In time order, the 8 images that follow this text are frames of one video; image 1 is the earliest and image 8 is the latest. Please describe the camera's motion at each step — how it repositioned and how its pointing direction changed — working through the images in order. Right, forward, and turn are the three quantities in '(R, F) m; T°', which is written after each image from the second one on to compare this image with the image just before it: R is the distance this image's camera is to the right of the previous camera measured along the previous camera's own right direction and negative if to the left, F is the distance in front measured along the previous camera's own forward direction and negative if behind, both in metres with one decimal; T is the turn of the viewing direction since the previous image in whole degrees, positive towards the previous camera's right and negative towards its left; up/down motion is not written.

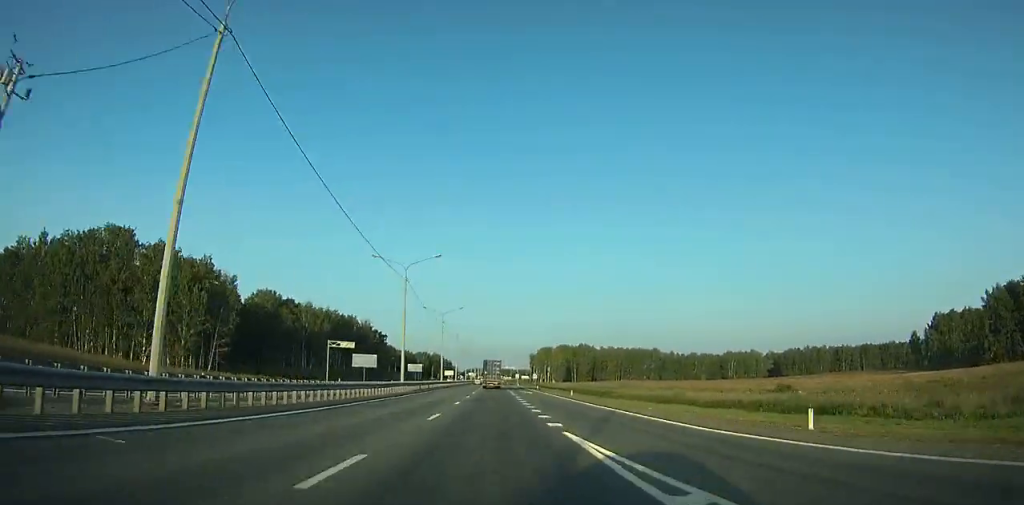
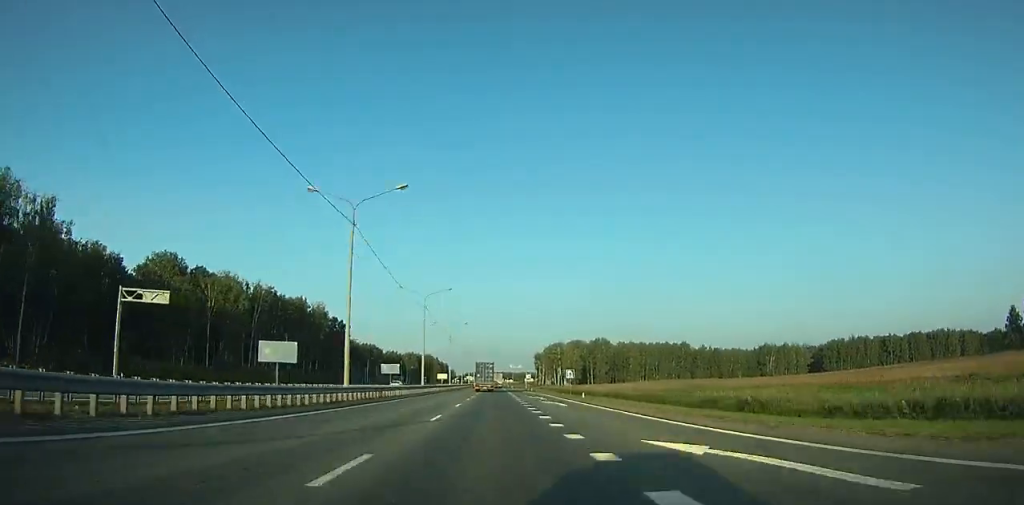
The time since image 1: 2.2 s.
(-0.1, +59.5) m; 0°
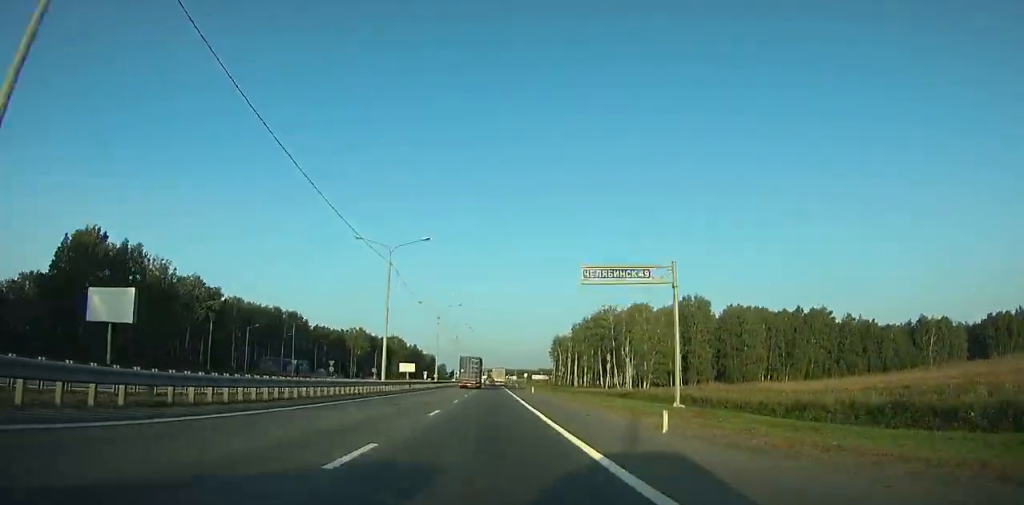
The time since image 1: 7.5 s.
(+0.4, +142.2) m; 0°
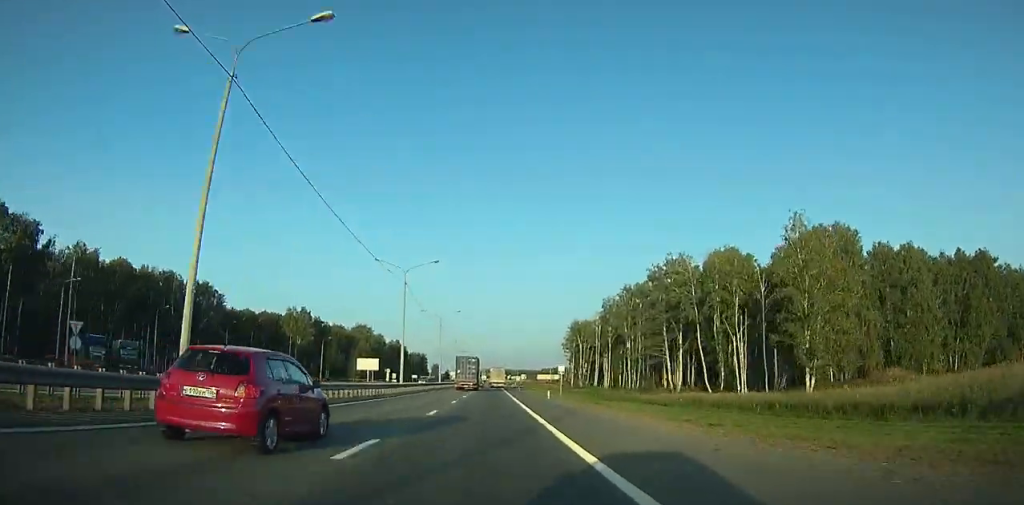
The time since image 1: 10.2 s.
(-0.4, +71.2) m; 0°
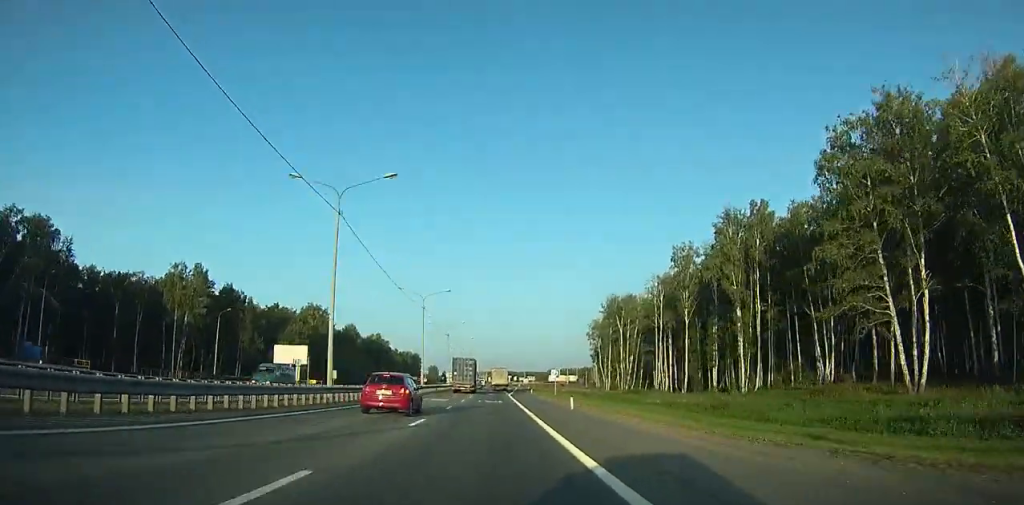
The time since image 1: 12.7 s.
(+0.1, +64.8) m; 0°
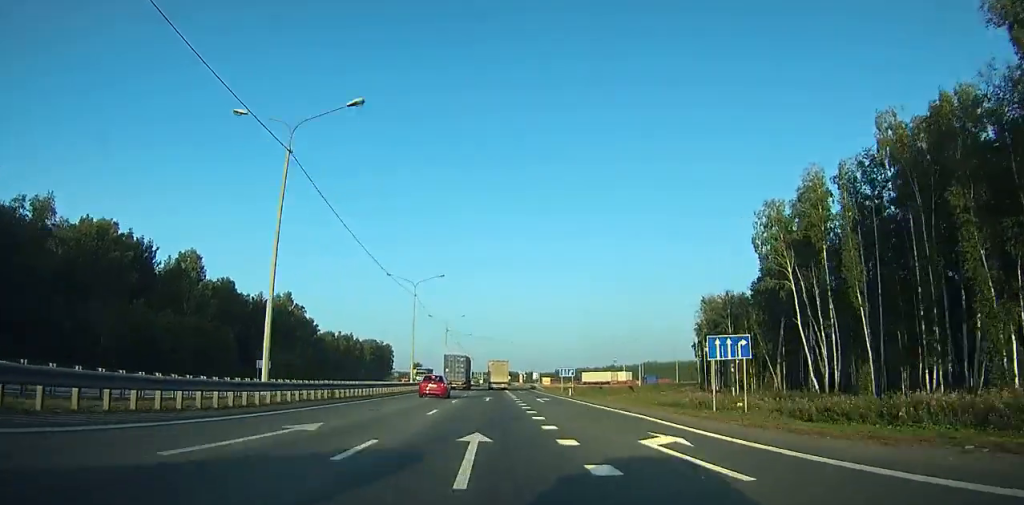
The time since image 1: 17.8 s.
(0.0, +128.6) m; 0°
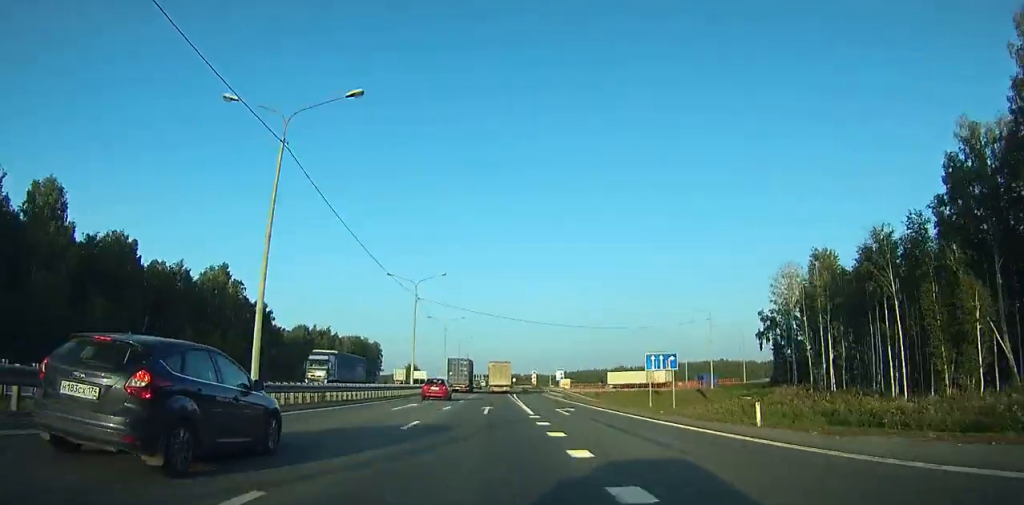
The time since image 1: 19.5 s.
(-0.2, +41.7) m; 0°
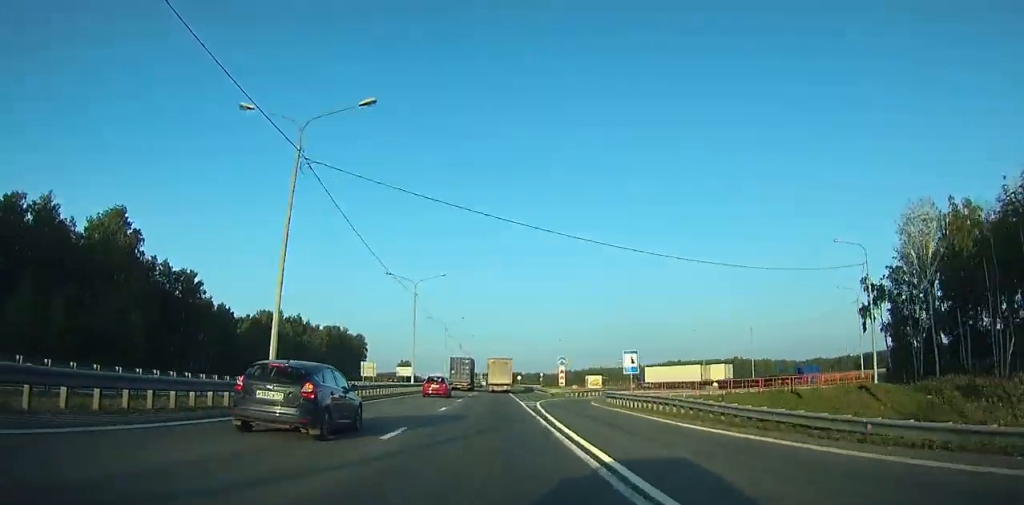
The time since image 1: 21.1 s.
(0.0, +38.6) m; 0°
